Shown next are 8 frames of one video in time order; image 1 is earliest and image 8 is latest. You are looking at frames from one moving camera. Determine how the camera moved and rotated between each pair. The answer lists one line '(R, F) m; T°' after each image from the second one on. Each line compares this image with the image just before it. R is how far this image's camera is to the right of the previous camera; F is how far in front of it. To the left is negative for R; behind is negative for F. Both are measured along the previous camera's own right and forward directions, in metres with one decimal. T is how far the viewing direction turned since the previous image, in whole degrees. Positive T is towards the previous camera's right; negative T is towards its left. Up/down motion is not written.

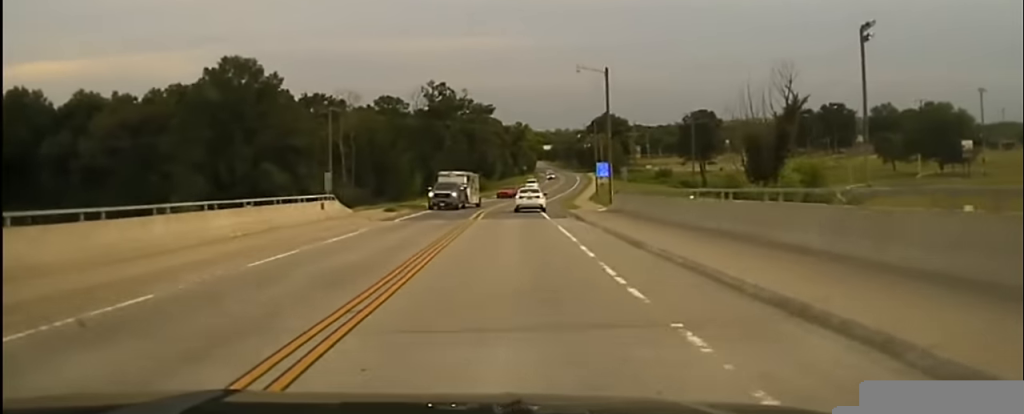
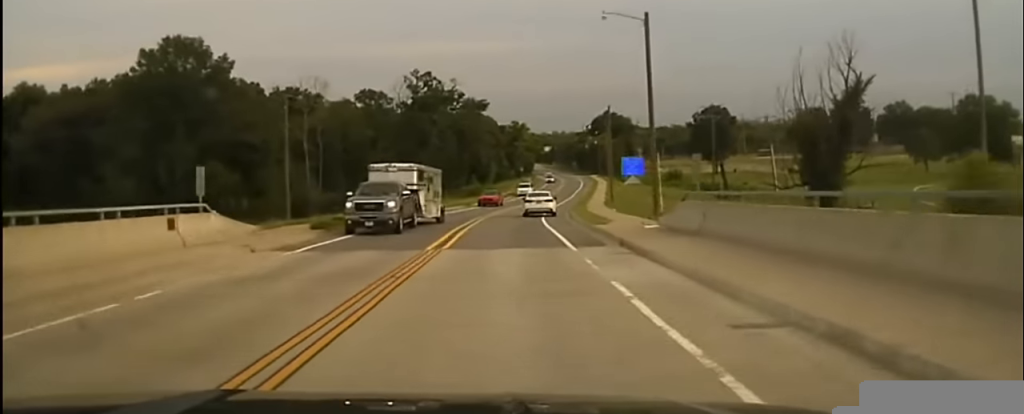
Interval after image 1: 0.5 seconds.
(0.0, +19.3) m; 0°
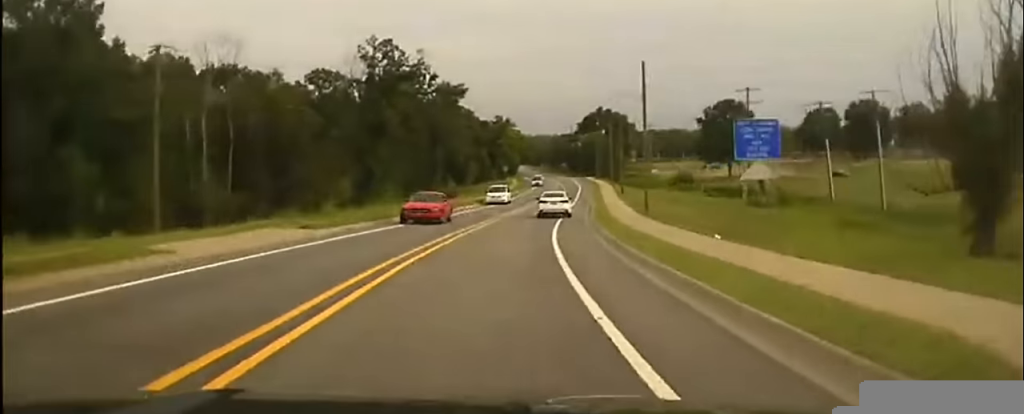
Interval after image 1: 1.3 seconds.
(0.0, +30.6) m; +1°
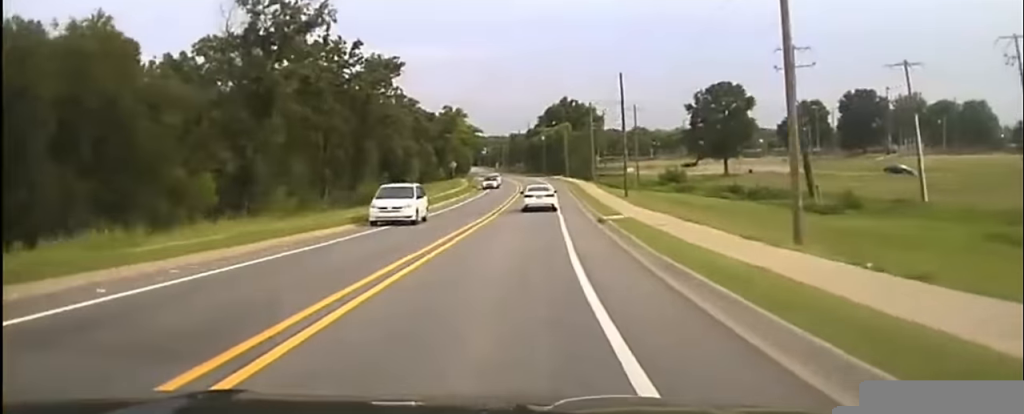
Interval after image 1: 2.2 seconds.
(+0.3, +31.2) m; +2°
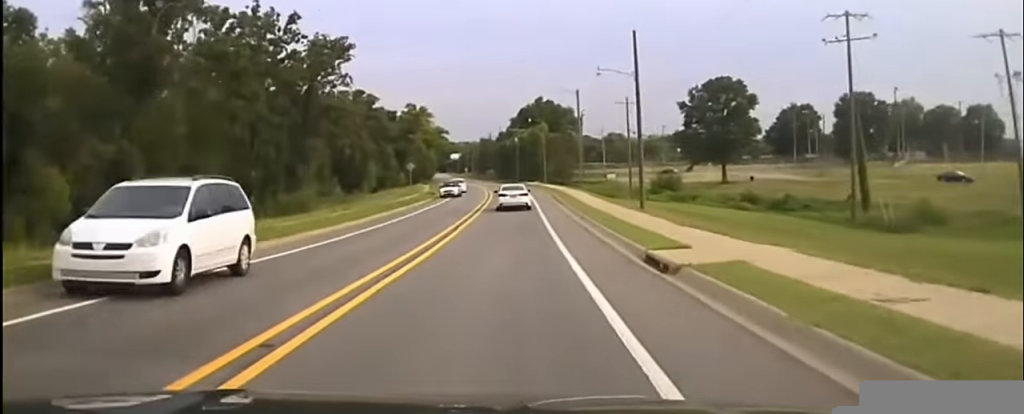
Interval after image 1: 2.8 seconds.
(0.0, +17.1) m; +2°
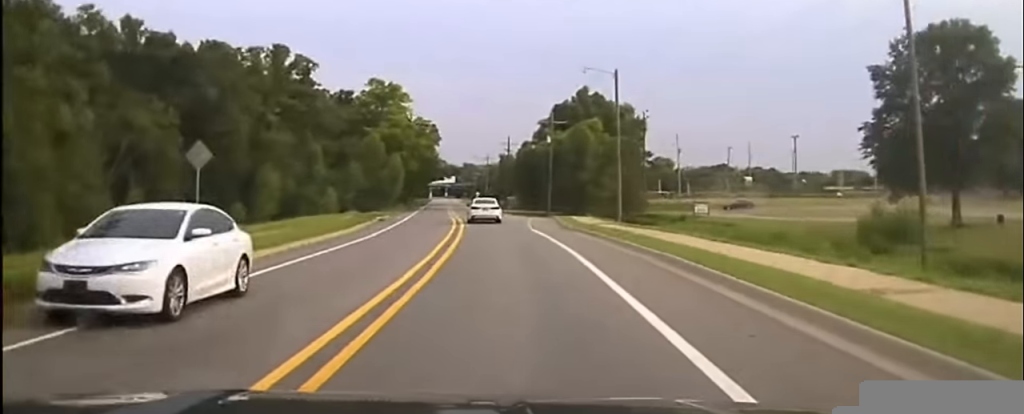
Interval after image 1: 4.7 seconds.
(+0.5, +64.0) m; -1°
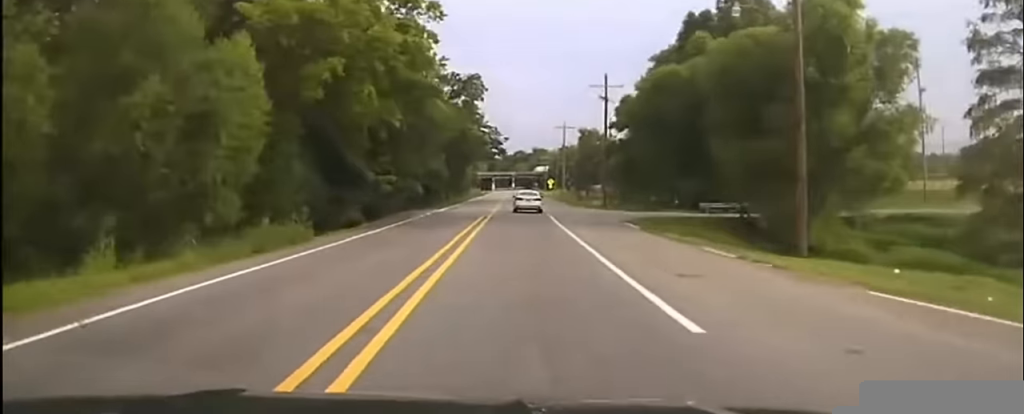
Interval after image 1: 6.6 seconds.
(-2.1, +61.7) m; -4°
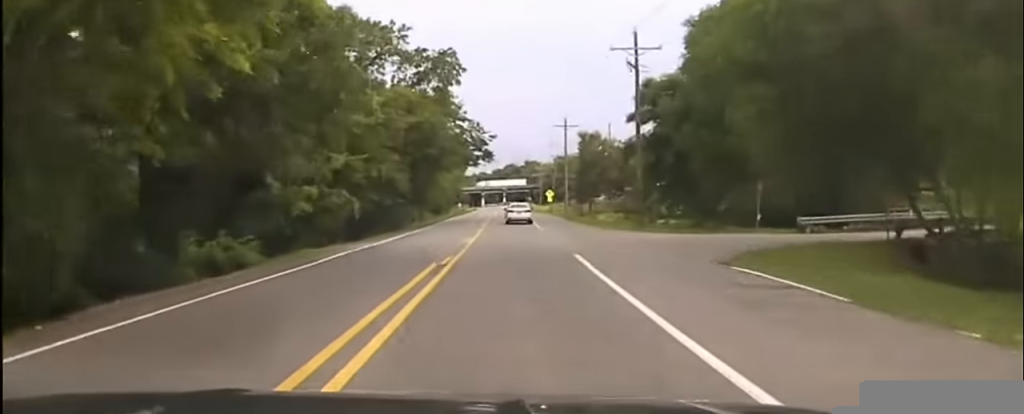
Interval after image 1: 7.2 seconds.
(-0.2, +24.1) m; 0°
